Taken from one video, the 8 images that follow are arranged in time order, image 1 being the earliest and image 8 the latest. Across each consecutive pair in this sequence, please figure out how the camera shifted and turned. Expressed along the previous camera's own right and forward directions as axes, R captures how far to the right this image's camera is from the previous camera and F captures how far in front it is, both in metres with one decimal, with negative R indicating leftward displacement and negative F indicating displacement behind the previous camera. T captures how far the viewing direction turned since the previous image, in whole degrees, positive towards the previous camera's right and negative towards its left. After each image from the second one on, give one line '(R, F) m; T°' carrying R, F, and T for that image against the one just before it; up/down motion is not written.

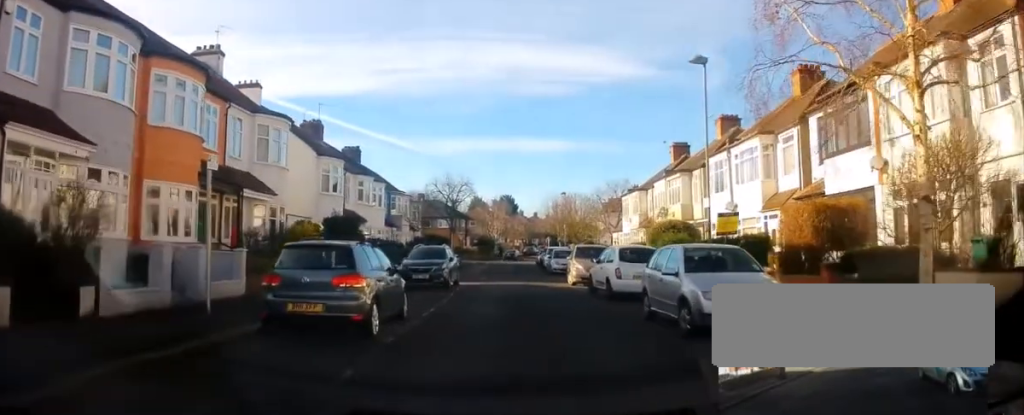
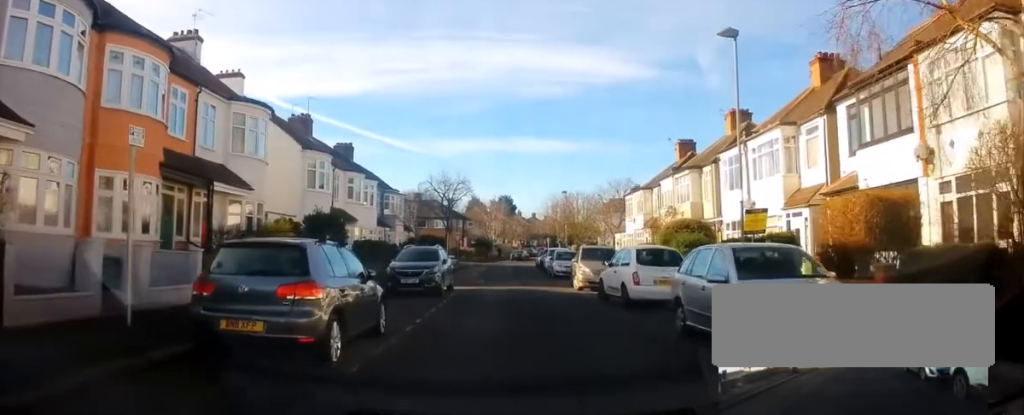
(+0.2, +2.1) m; 0°
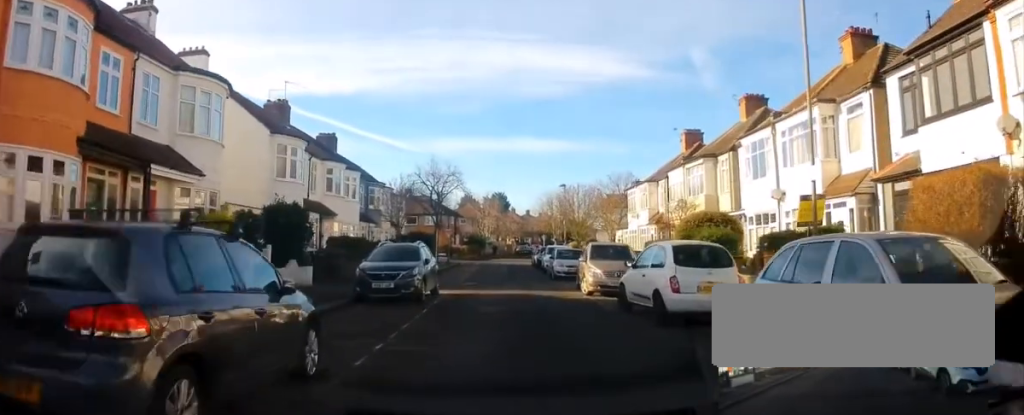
(-0.3, +3.3) m; -4°
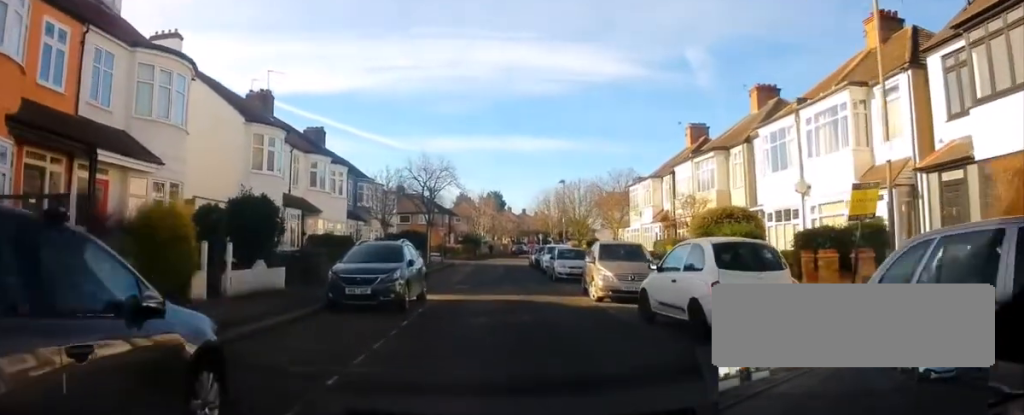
(-0.1, +2.3) m; -2°
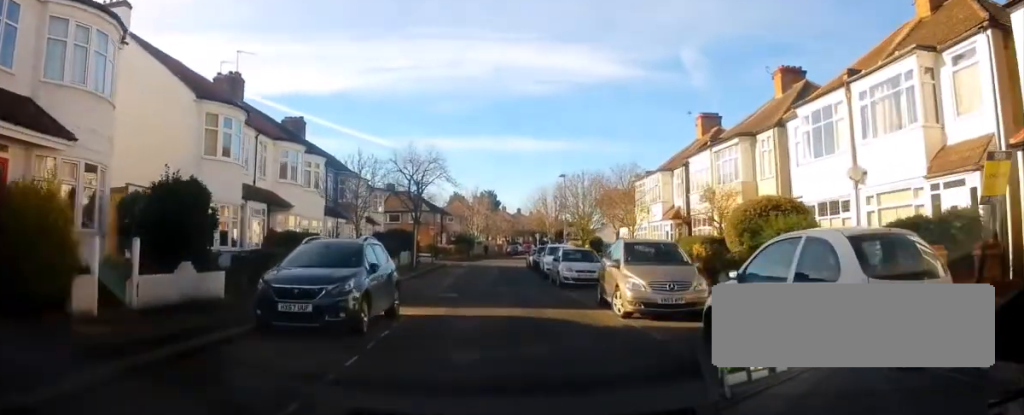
(0.0, +3.7) m; 0°
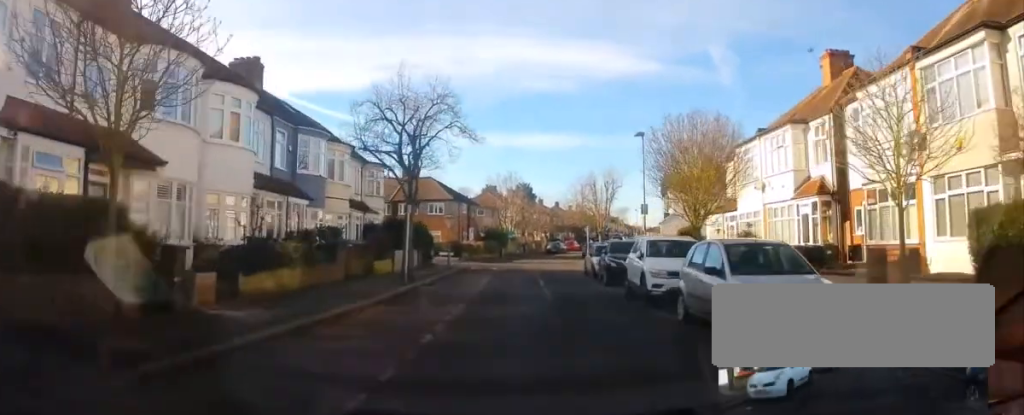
(-0.1, +13.5) m; -3°
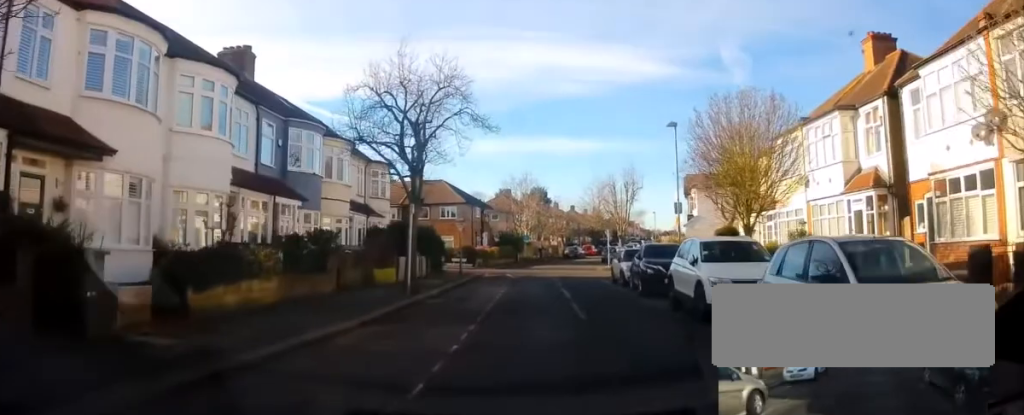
(-0.2, +3.0) m; 0°
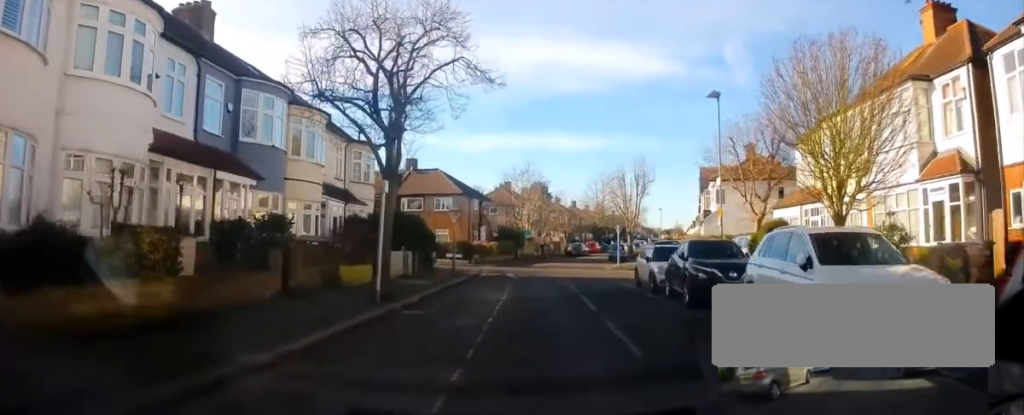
(+0.1, +4.3) m; -1°
